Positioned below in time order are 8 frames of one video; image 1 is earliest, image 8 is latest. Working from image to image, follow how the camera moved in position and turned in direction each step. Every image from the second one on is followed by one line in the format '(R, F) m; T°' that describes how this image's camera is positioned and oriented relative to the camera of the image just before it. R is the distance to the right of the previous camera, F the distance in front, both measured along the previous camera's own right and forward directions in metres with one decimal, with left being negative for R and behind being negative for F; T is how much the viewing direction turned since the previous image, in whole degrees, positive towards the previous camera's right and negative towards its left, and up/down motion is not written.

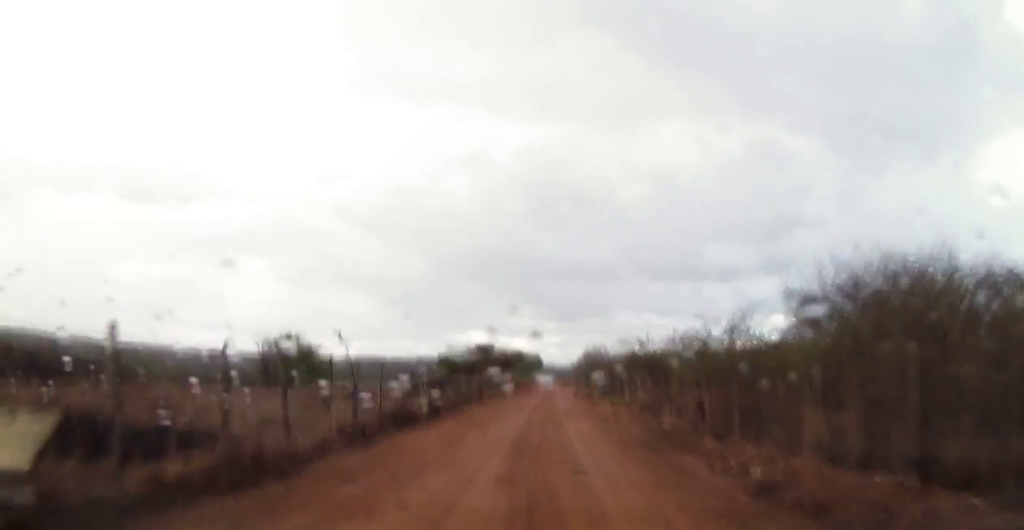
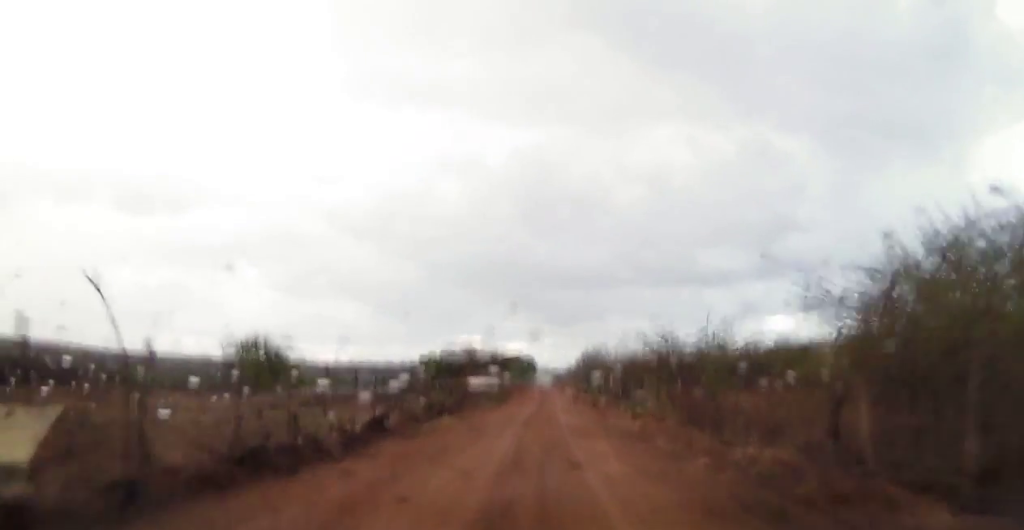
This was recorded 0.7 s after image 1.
(0.0, +6.1) m; 0°
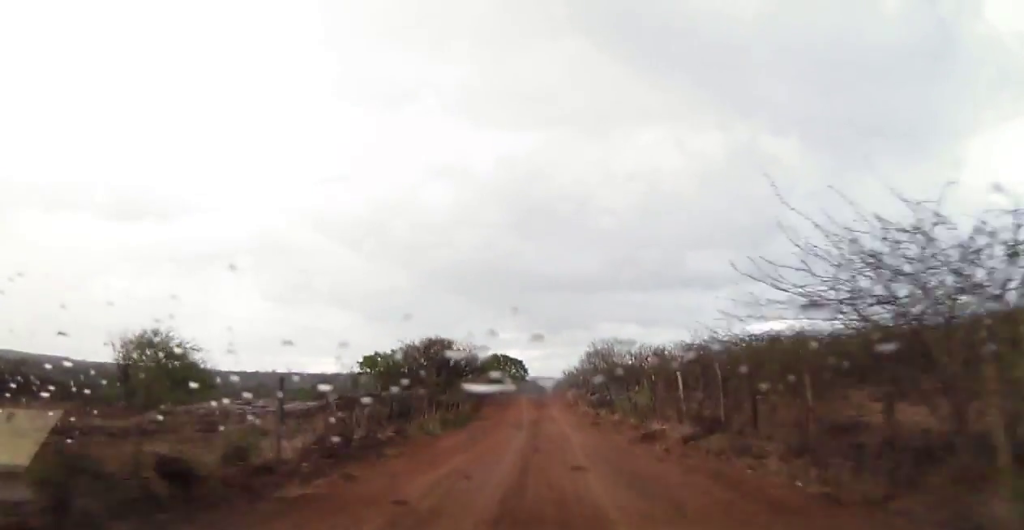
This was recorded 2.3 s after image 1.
(0.0, +15.3) m; 0°
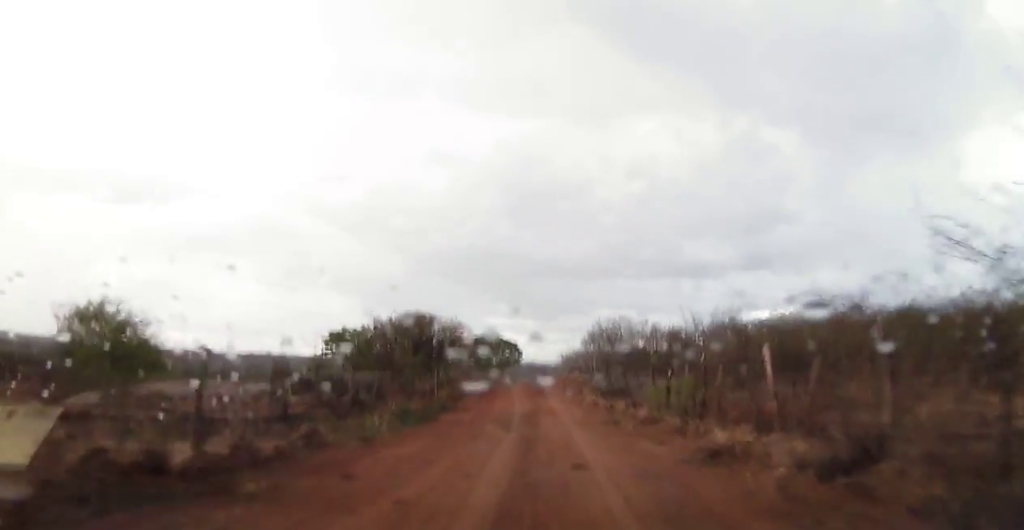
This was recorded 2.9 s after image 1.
(0.0, +6.1) m; +1°
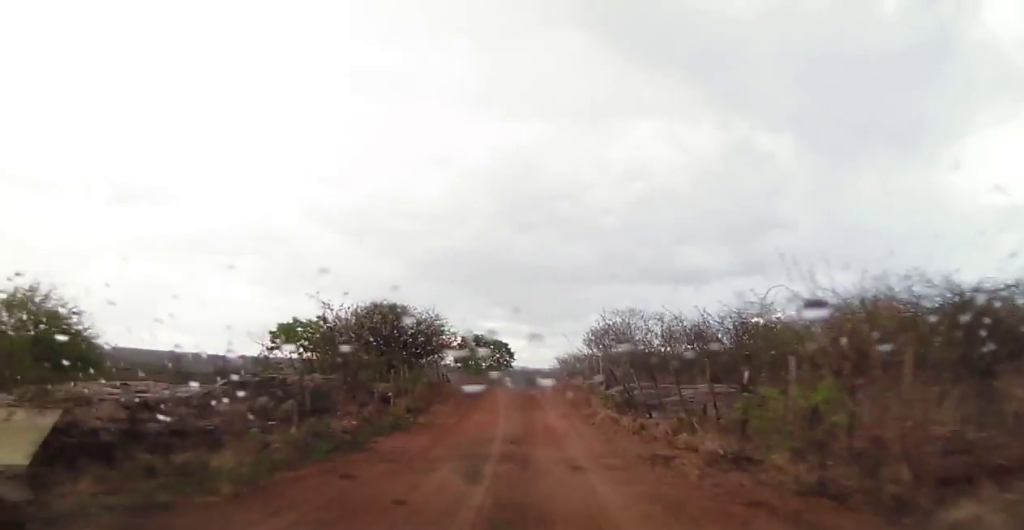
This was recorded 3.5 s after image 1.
(0.0, +6.6) m; +2°
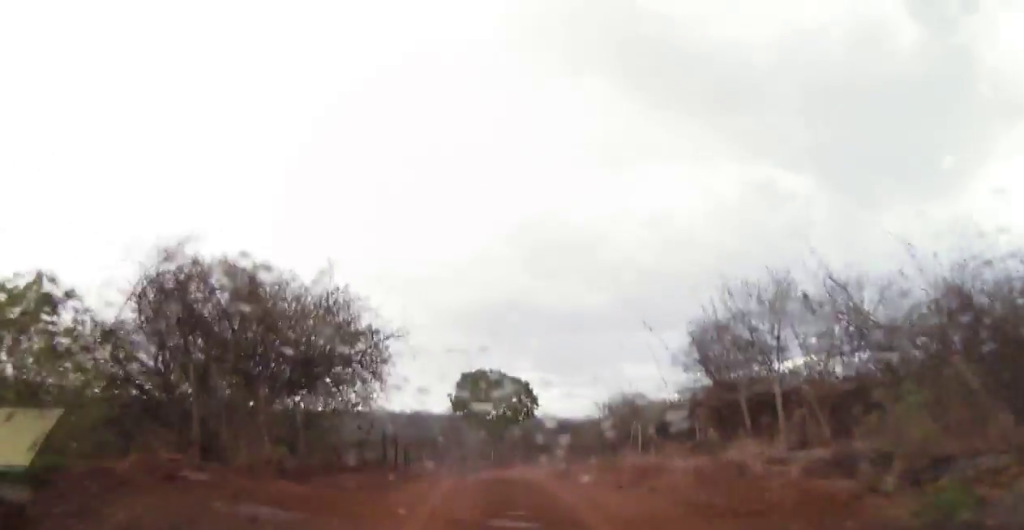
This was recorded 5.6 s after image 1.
(0.0, +20.9) m; -3°
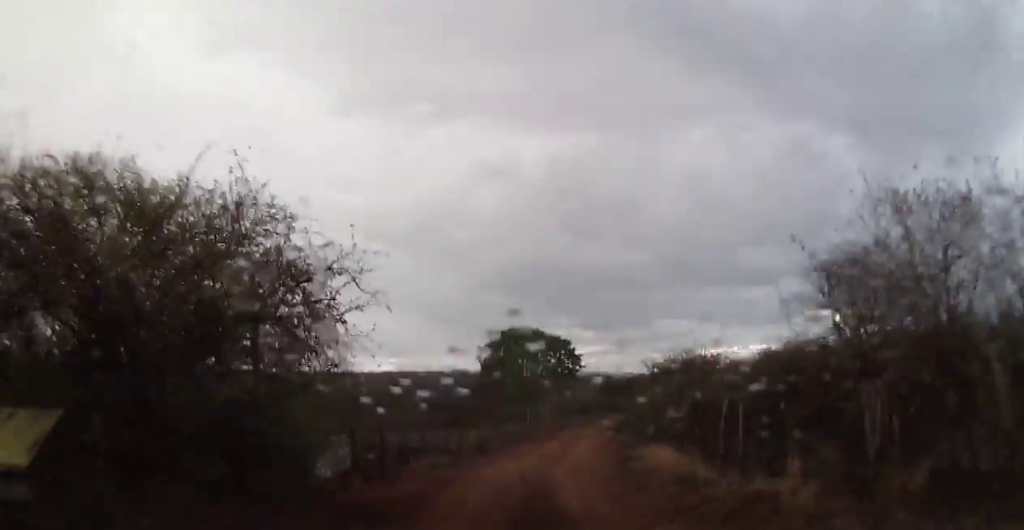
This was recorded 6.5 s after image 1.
(0.0, +6.7) m; 0°
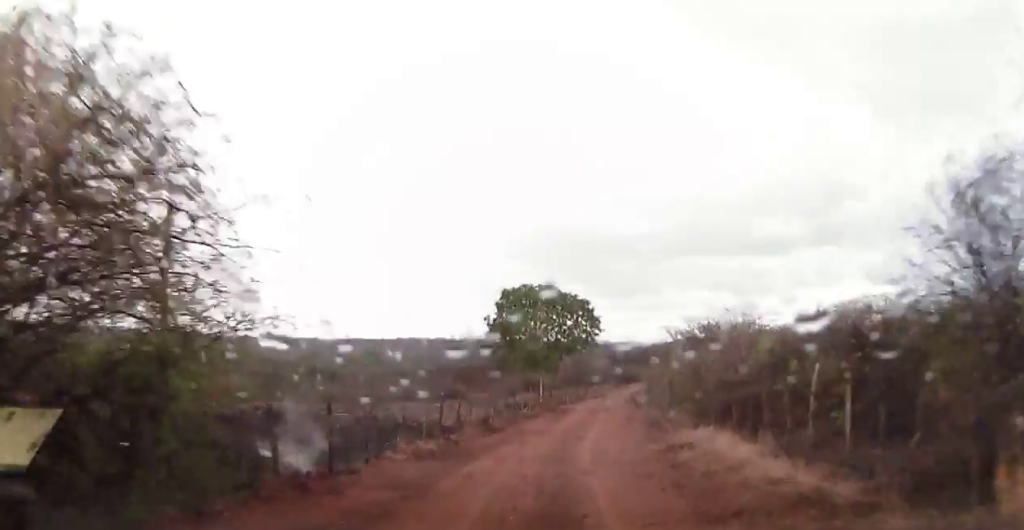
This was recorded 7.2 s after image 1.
(0.0, +4.3) m; -3°
